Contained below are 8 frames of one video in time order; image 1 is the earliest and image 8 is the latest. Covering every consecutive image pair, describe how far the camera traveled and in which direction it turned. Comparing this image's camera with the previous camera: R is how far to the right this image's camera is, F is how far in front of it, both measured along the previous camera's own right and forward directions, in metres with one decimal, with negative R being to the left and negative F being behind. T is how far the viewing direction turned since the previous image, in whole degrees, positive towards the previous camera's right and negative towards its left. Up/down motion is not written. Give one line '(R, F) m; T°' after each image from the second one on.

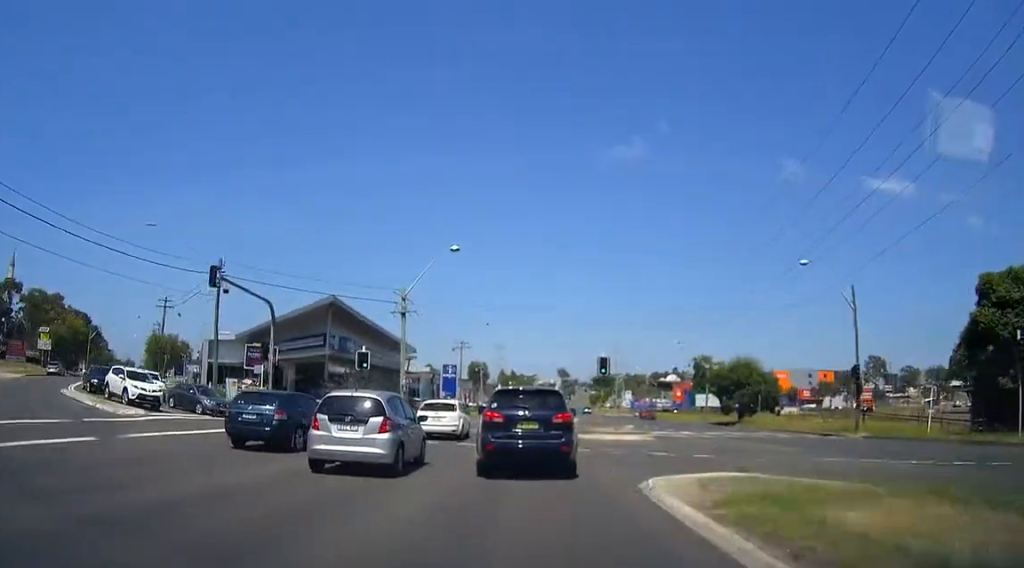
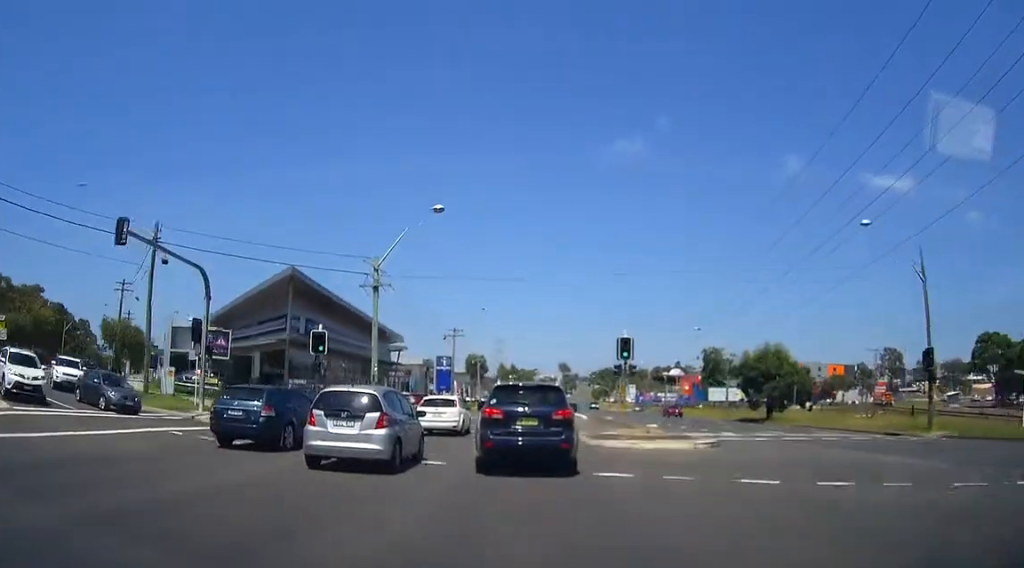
(-0.2, +8.3) m; -1°
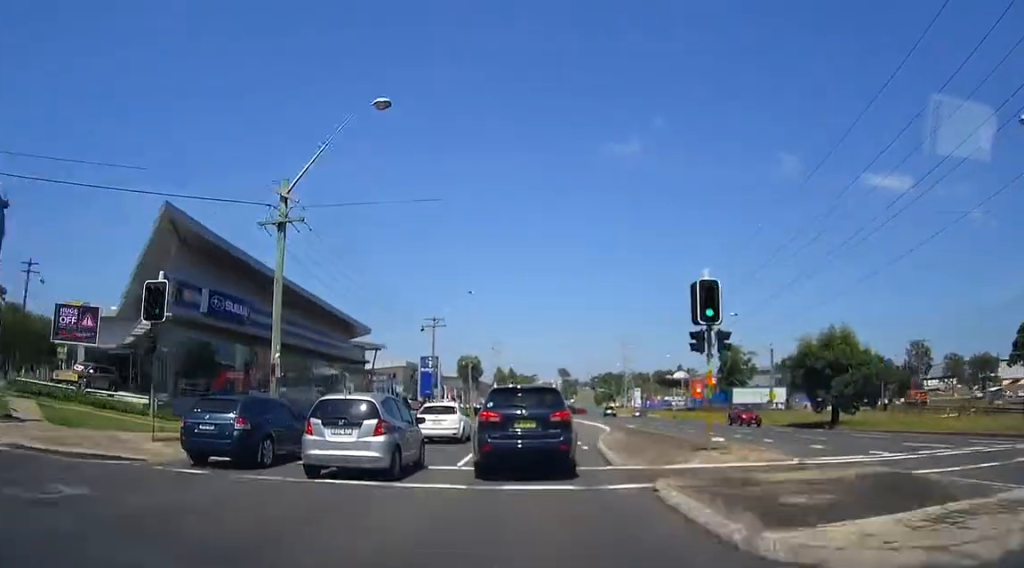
(-0.2, +14.1) m; 0°
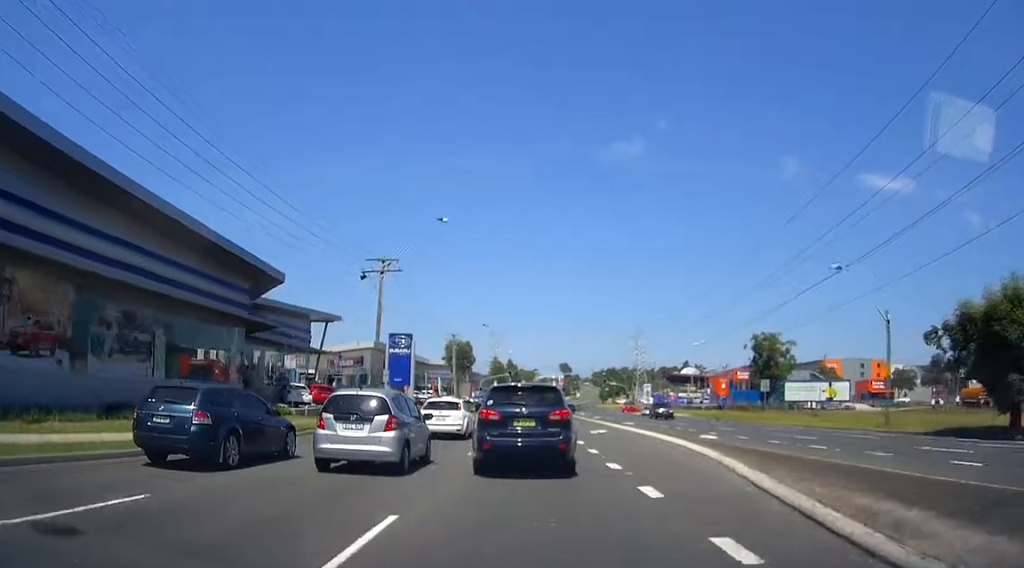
(+0.2, +20.9) m; +1°
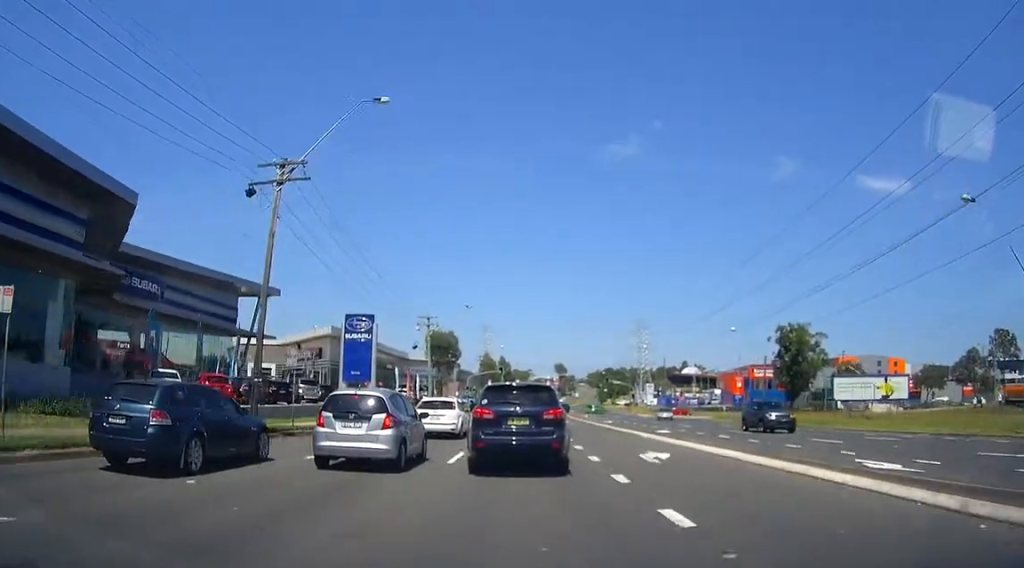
(+0.1, +14.8) m; +1°
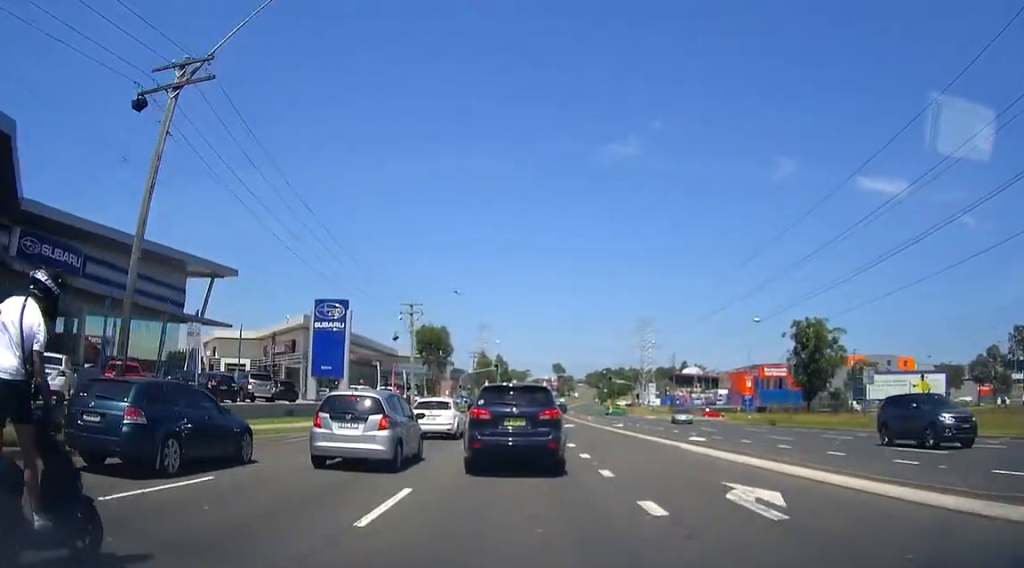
(0.0, +7.4) m; 0°
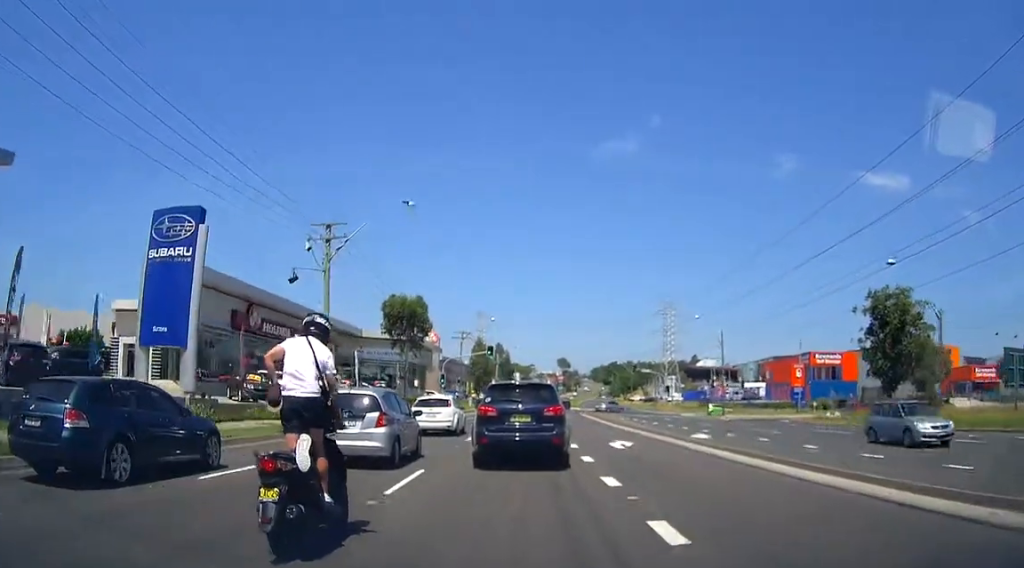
(-0.2, +22.2) m; -2°
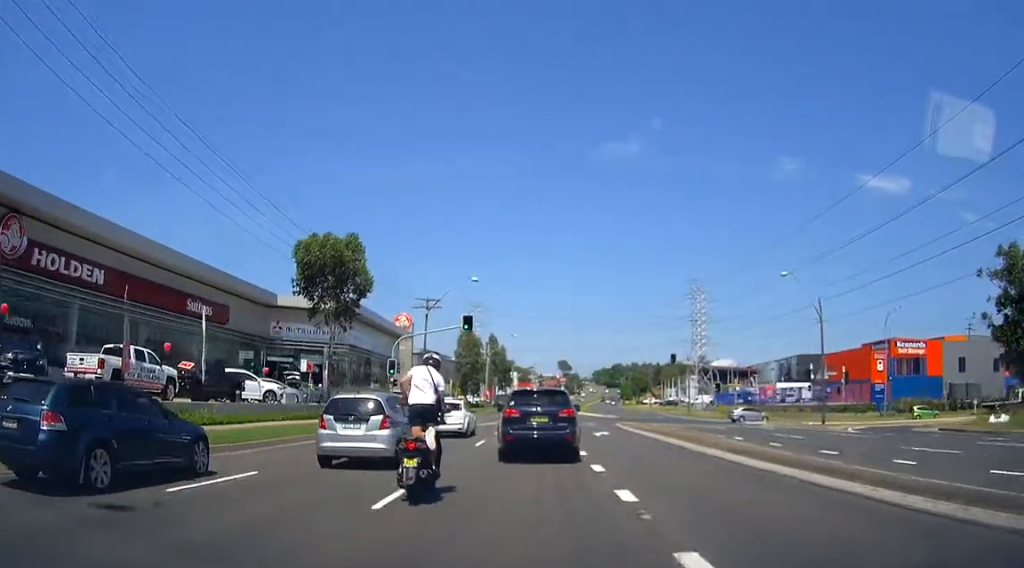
(+0.4, +26.1) m; +1°
